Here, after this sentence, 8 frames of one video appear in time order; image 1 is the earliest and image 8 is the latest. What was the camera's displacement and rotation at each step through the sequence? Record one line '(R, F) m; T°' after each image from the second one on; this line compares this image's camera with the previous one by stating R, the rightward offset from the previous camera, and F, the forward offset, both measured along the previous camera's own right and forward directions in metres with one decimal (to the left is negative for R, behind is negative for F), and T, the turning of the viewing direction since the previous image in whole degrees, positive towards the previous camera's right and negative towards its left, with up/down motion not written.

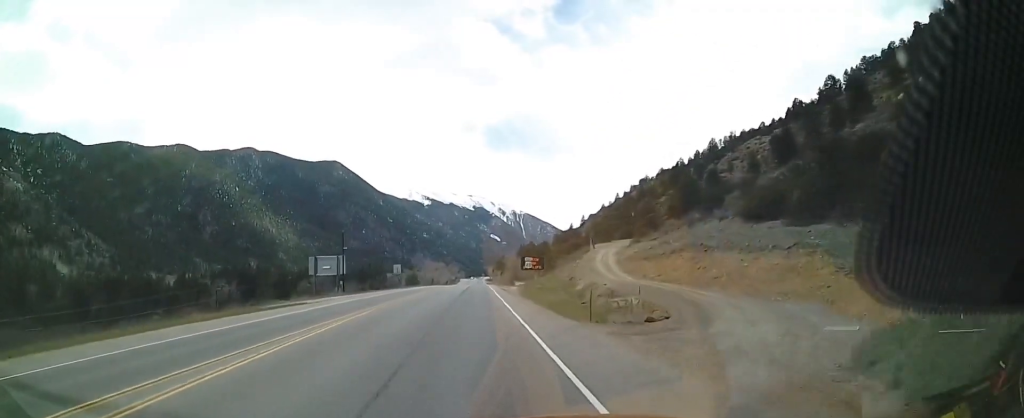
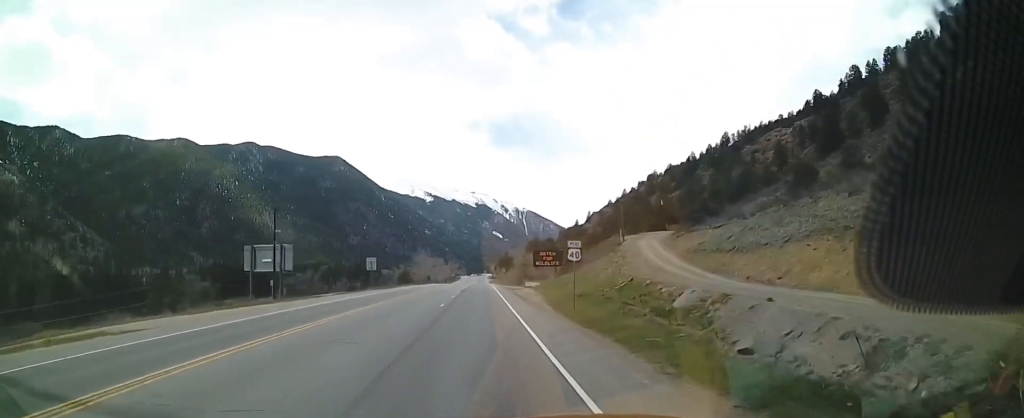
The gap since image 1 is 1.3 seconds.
(-0.1, +24.6) m; -1°
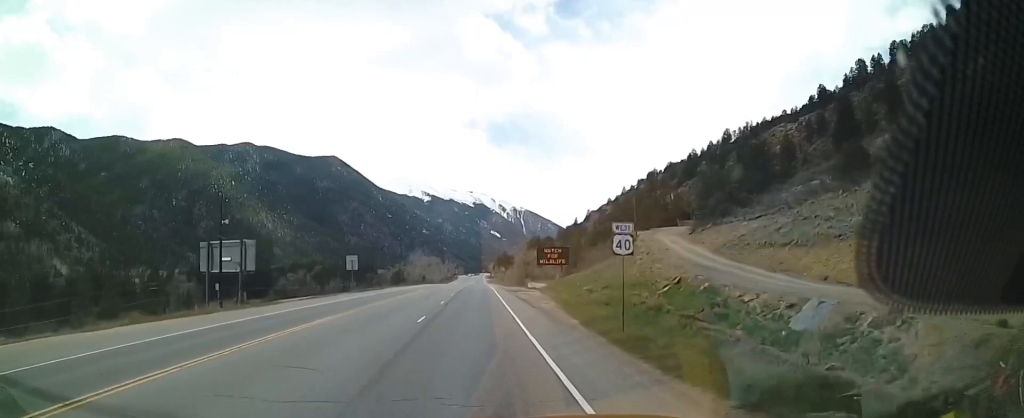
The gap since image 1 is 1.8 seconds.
(-0.1, +9.7) m; 0°
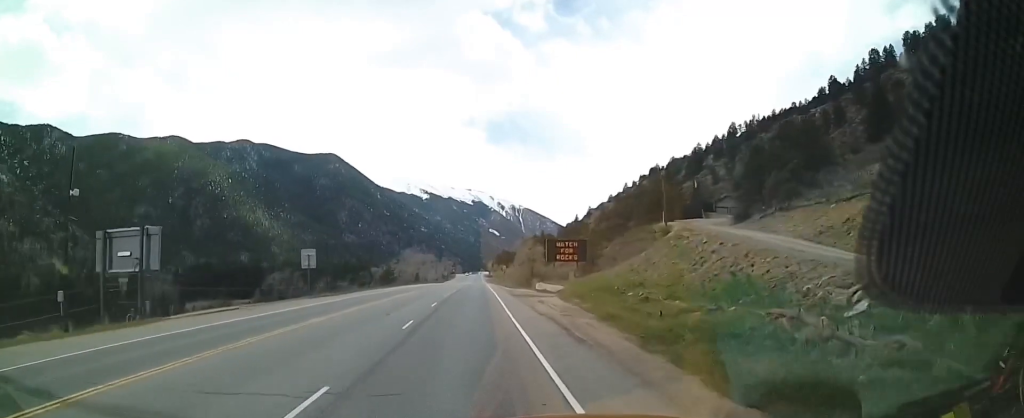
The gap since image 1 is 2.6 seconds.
(0.0, +15.5) m; 0°
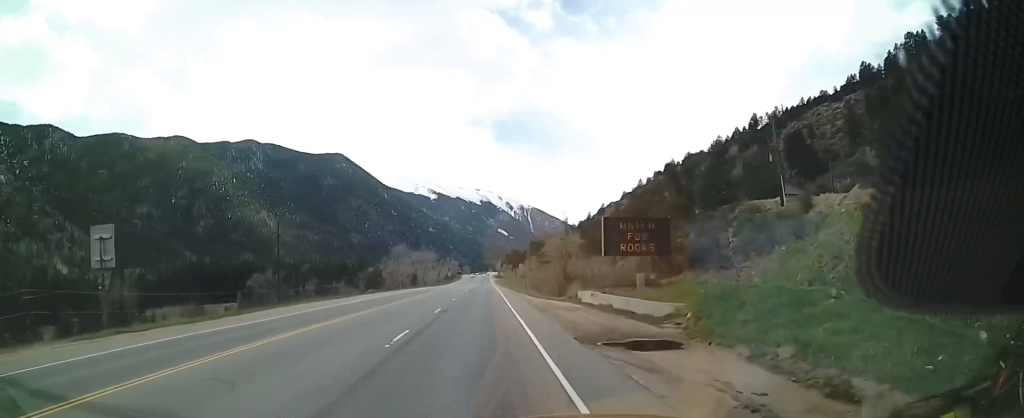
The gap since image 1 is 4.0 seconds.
(0.0, +28.3) m; 0°
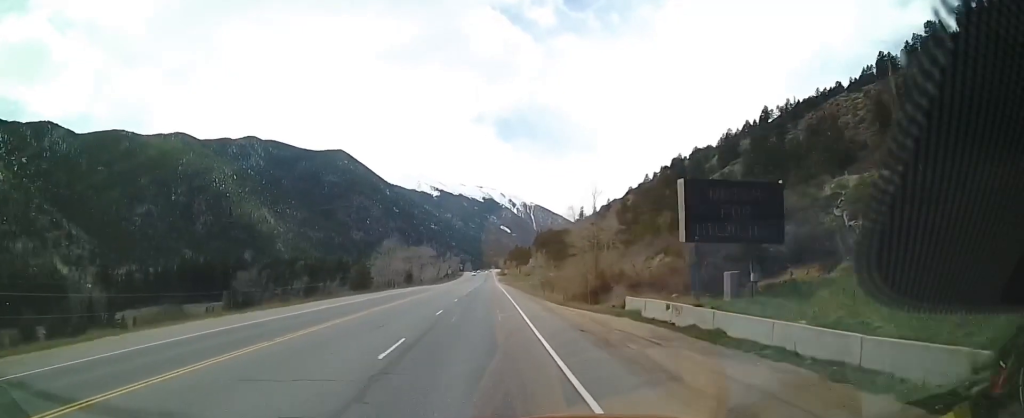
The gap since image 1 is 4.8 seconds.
(0.0, +15.5) m; 0°
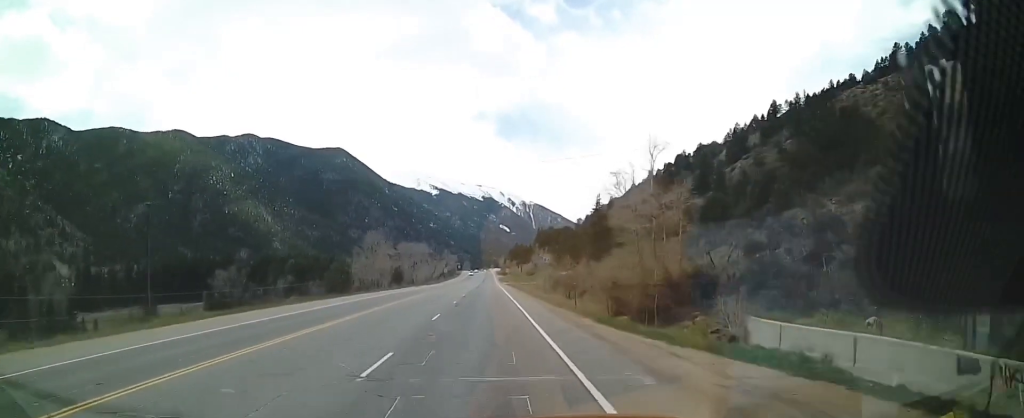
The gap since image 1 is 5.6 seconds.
(0.0, +15.6) m; 0°
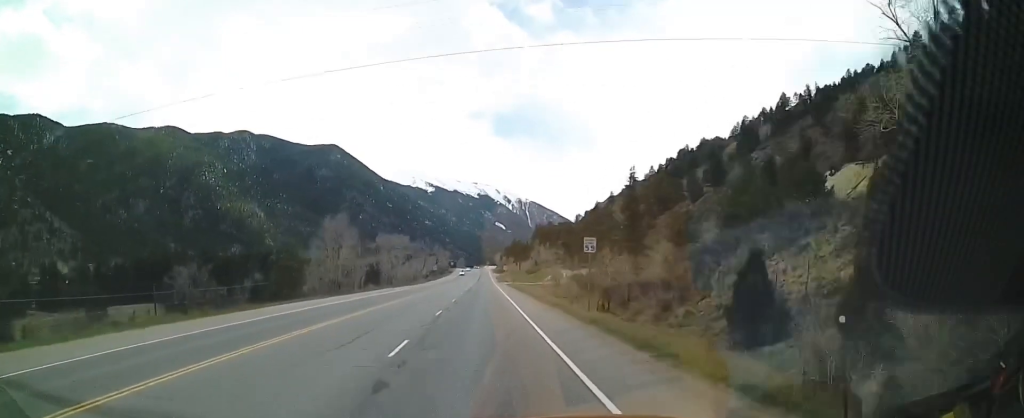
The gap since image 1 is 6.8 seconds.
(0.0, +22.5) m; 0°
